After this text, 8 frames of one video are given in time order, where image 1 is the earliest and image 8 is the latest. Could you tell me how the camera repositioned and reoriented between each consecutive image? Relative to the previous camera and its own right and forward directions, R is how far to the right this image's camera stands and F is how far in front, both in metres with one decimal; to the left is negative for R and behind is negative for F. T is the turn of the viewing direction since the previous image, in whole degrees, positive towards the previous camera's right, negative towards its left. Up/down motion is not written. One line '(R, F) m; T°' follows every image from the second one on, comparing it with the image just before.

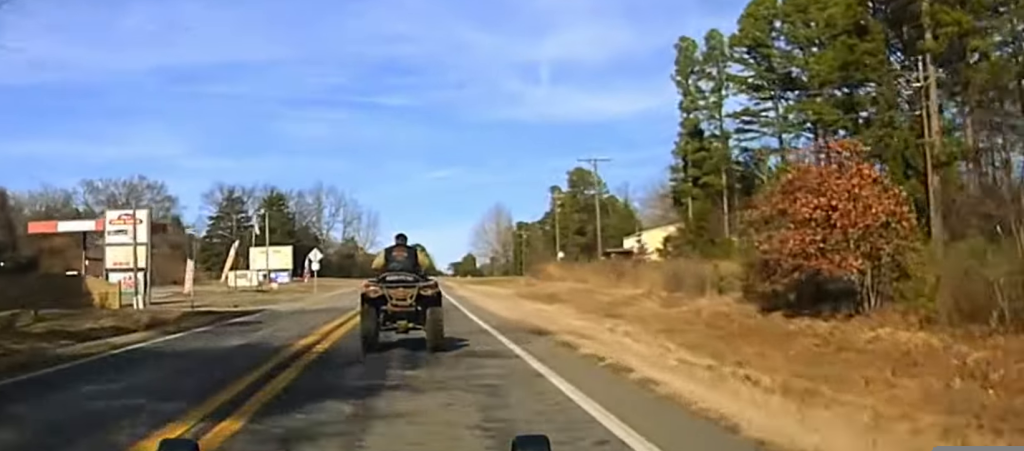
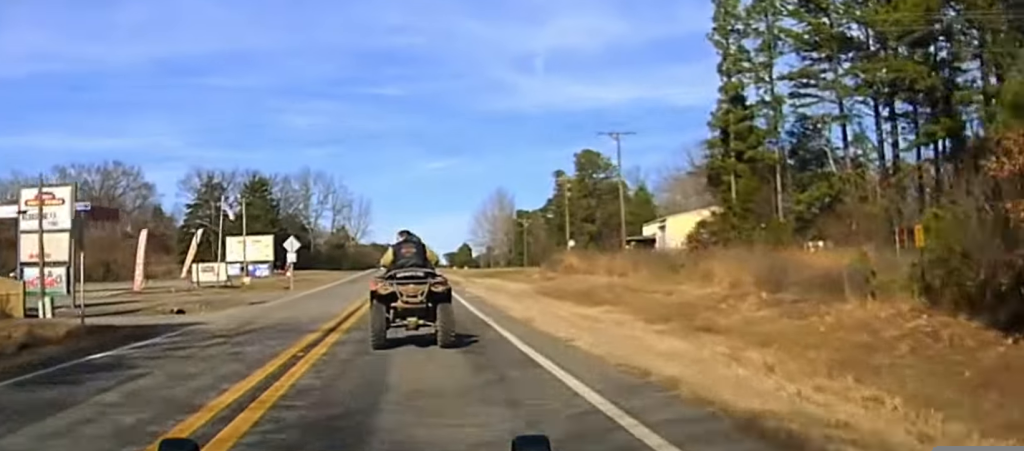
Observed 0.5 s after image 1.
(0.0, +13.6) m; 0°
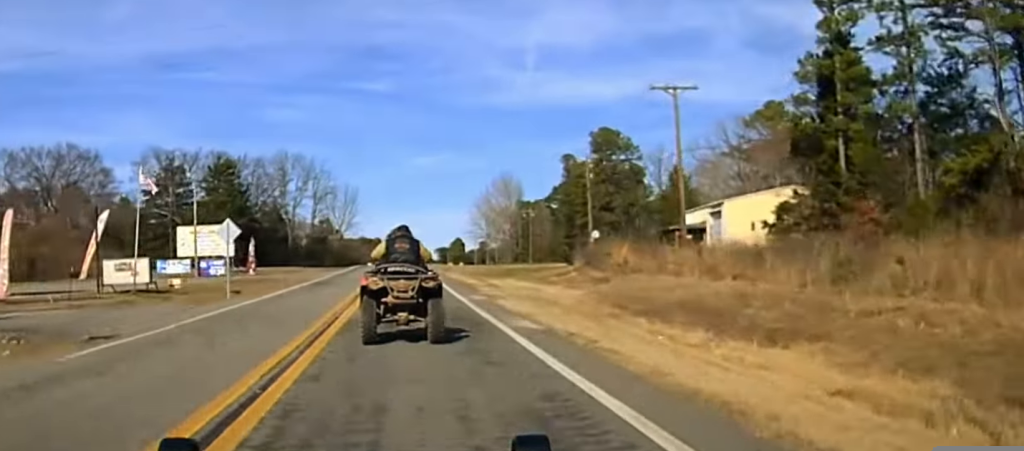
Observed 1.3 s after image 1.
(-0.1, +20.6) m; 0°
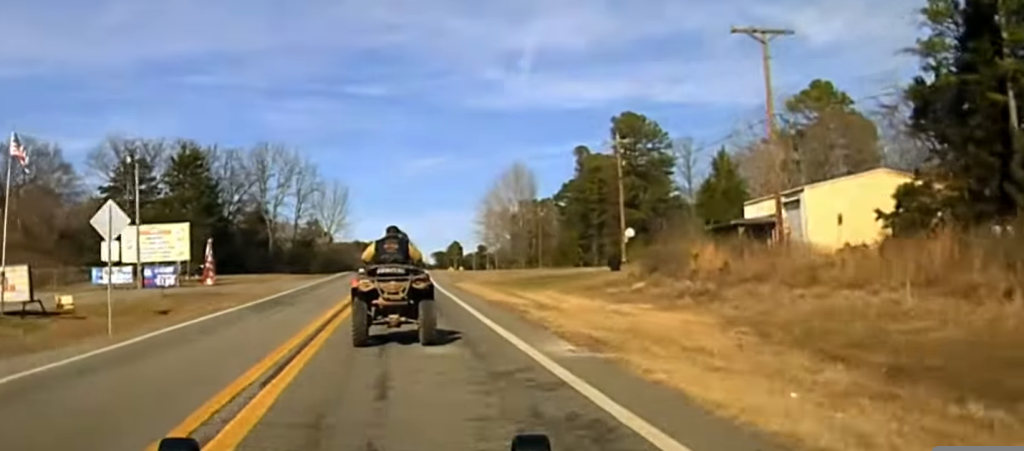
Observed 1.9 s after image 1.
(-0.1, +15.3) m; +1°
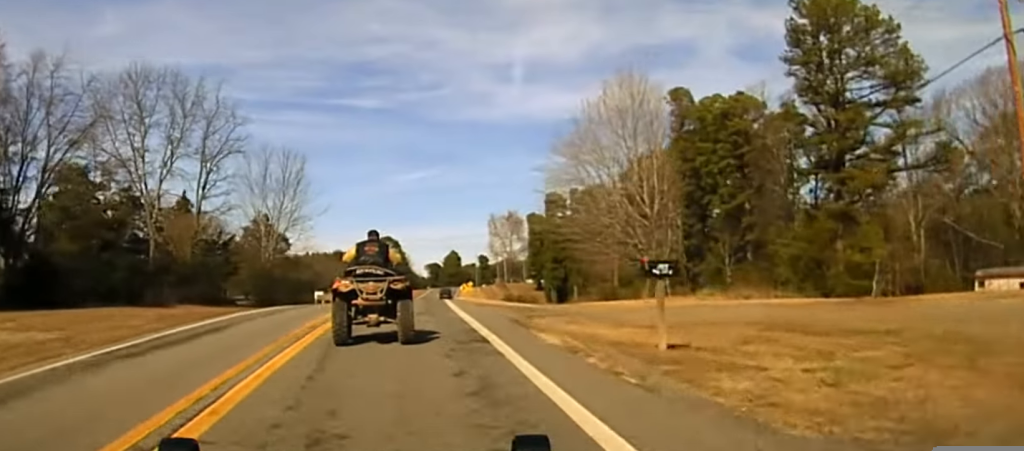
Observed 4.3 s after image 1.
(+0.8, +49.1) m; +1°
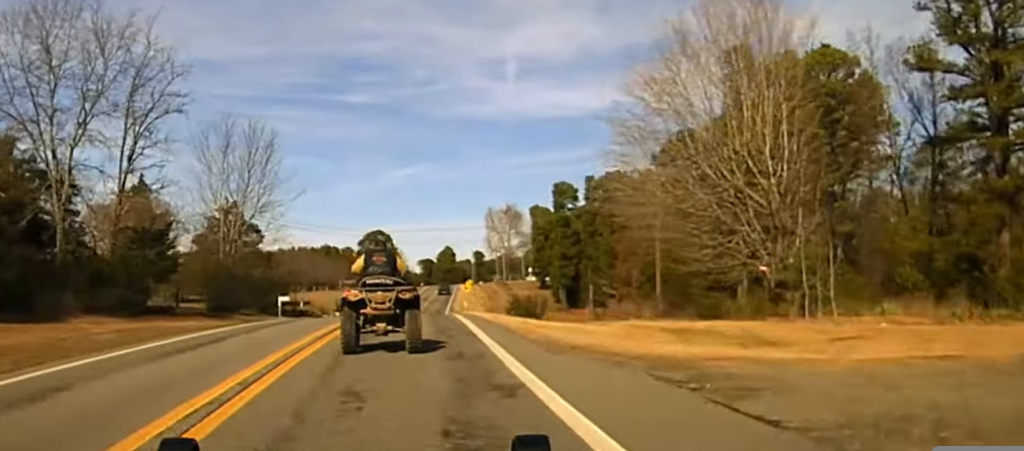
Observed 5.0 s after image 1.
(-0.1, +15.4) m; 0°
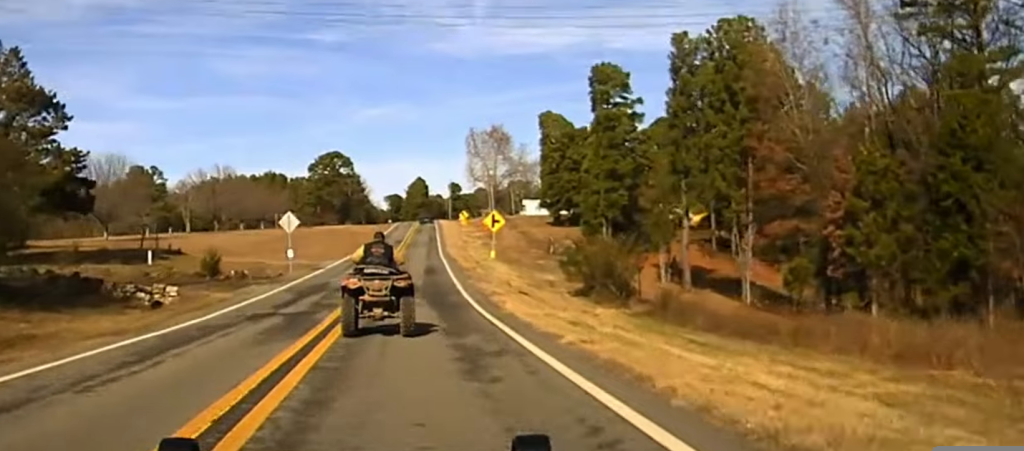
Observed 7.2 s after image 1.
(+1.4, +55.1) m; +2°
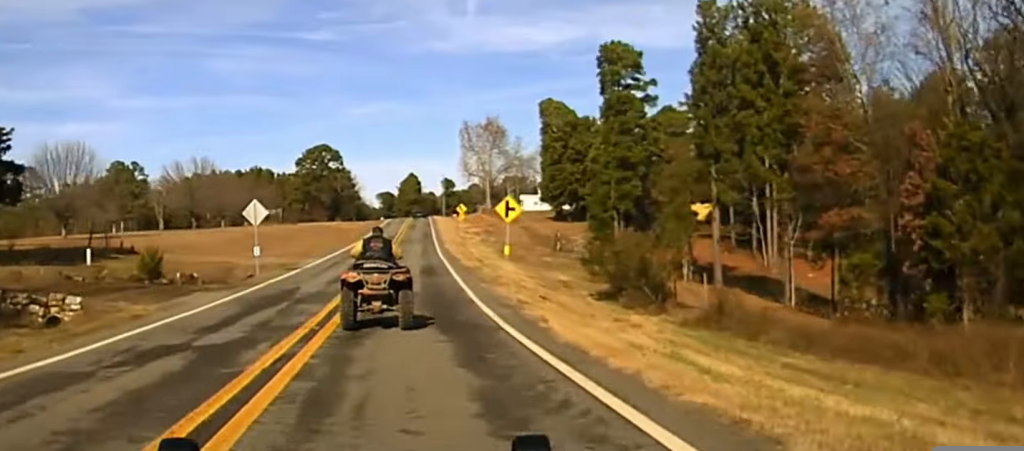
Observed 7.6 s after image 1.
(-0.1, +11.4) m; 0°
